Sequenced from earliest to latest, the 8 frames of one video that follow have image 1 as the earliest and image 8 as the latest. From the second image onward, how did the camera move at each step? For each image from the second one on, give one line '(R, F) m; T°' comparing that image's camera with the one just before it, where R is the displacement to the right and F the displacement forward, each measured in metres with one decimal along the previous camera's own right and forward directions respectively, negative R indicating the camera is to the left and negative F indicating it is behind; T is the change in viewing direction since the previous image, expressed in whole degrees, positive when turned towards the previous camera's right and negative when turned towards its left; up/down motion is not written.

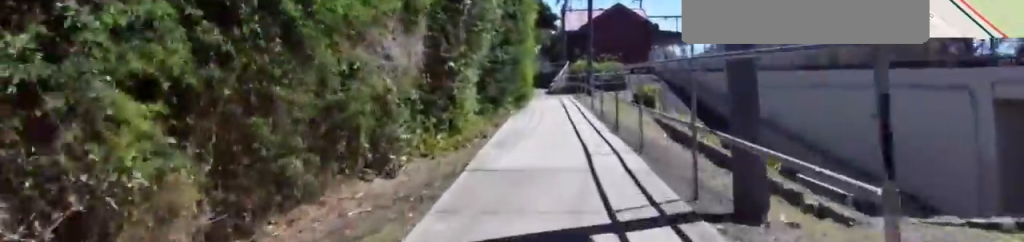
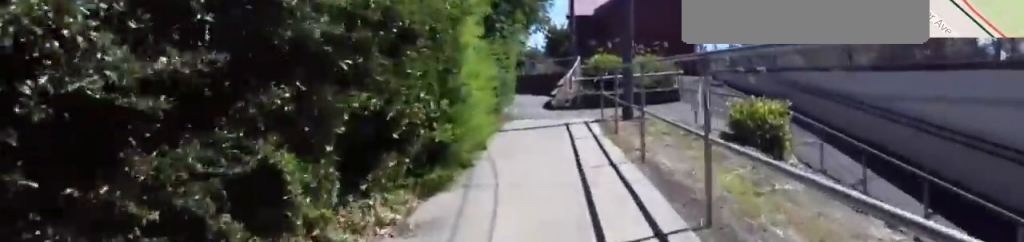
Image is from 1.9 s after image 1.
(+0.9, +13.6) m; -2°
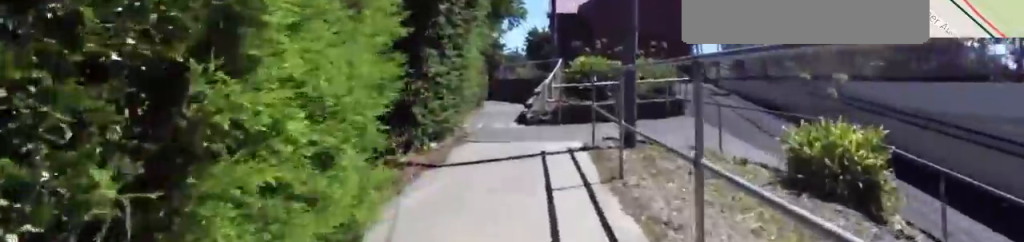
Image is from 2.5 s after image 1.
(-0.9, +3.9) m; -2°
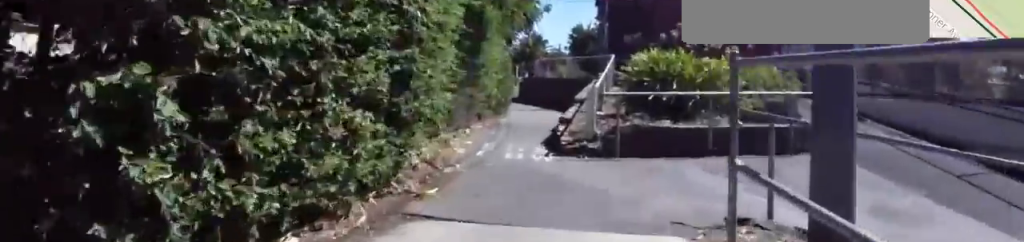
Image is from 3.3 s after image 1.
(+0.1, +5.7) m; +5°
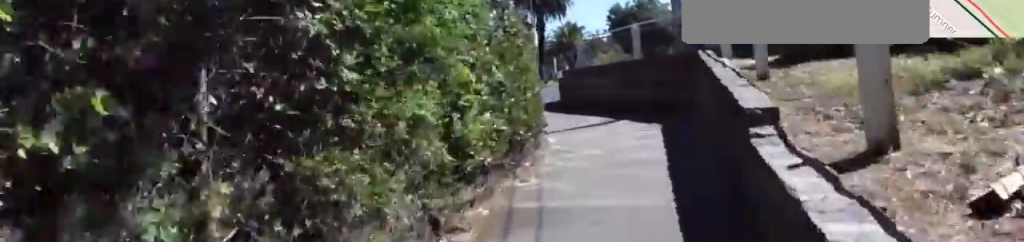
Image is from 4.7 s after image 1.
(+0.9, +8.7) m; +6°
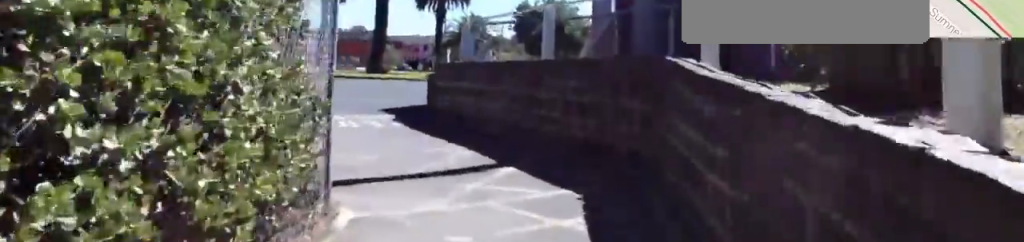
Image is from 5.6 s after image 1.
(-0.1, +4.5) m; -16°
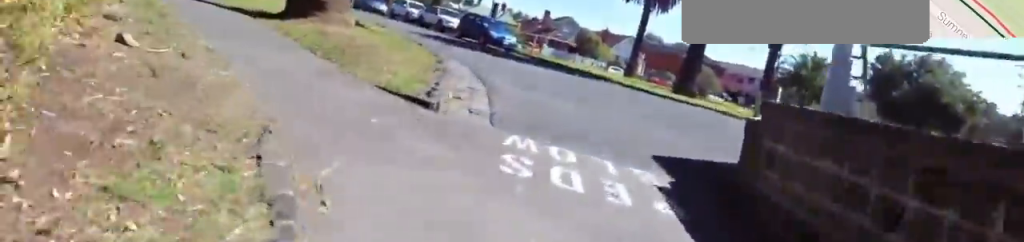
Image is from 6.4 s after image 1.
(-1.1, +4.2) m; -9°
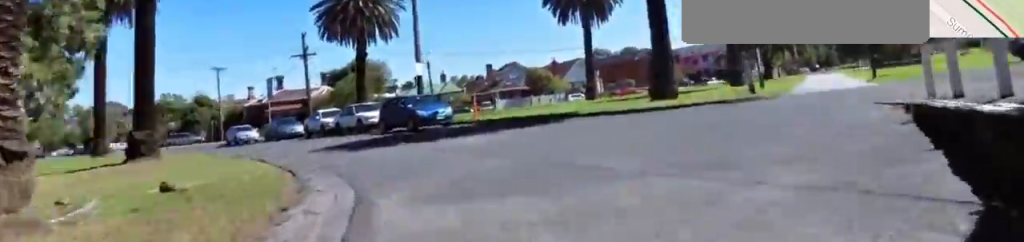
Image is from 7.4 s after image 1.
(+0.1, +5.6) m; +3°
